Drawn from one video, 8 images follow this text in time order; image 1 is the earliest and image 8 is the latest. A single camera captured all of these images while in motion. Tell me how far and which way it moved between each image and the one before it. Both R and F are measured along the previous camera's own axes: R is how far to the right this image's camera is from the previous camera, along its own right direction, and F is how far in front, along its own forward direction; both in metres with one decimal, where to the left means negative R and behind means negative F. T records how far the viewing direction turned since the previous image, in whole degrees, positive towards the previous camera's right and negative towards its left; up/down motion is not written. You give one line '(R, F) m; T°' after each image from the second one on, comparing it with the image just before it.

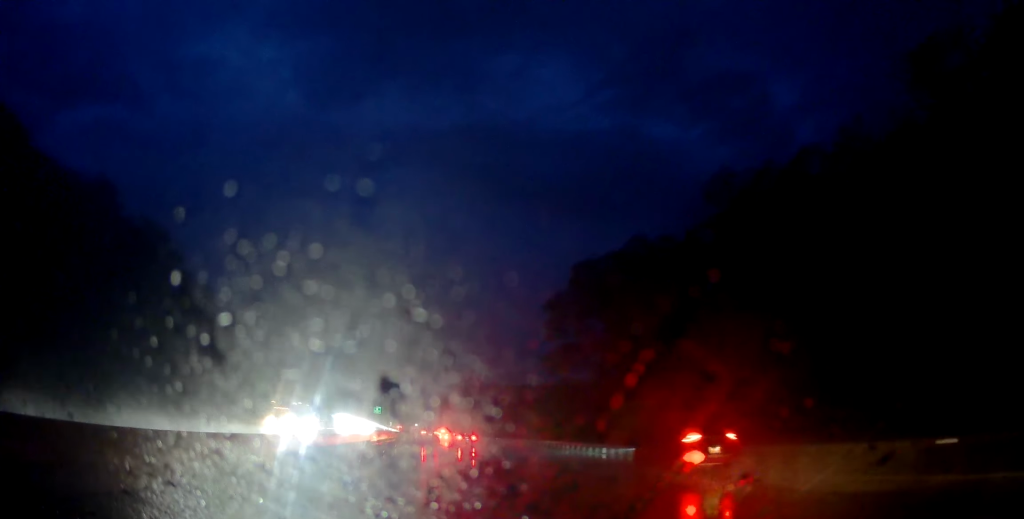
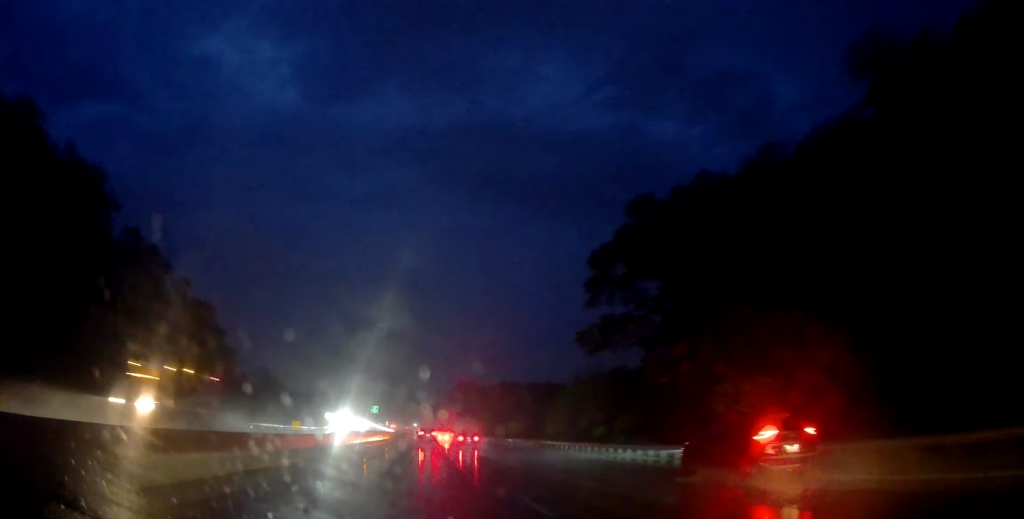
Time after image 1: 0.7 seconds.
(+0.1, +17.9) m; +1°
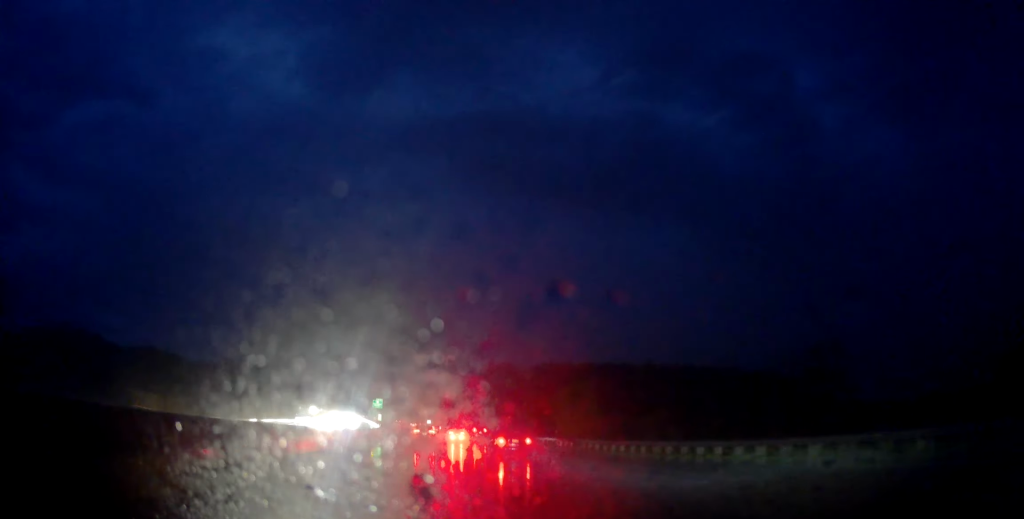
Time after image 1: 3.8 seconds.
(-1.0, +82.4) m; -3°
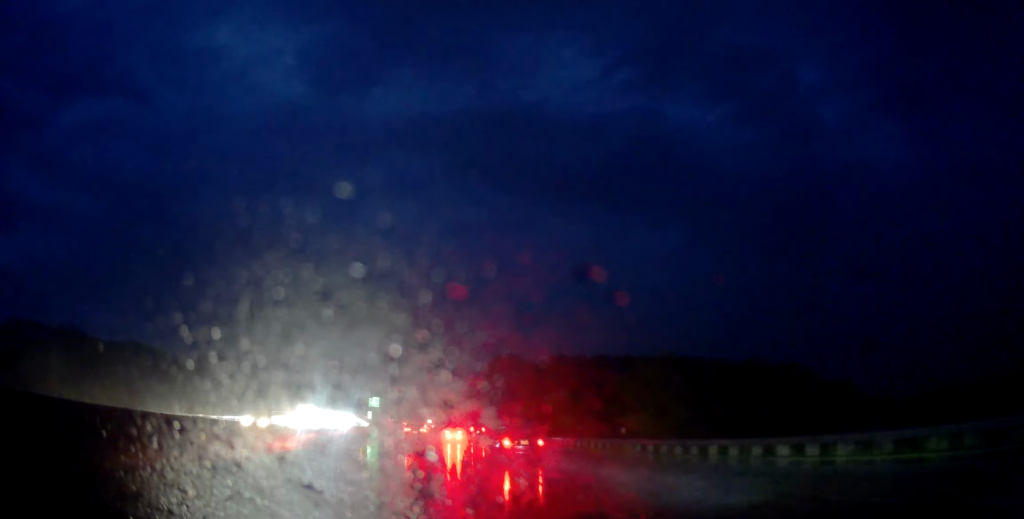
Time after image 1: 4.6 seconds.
(-0.4, +20.6) m; 0°
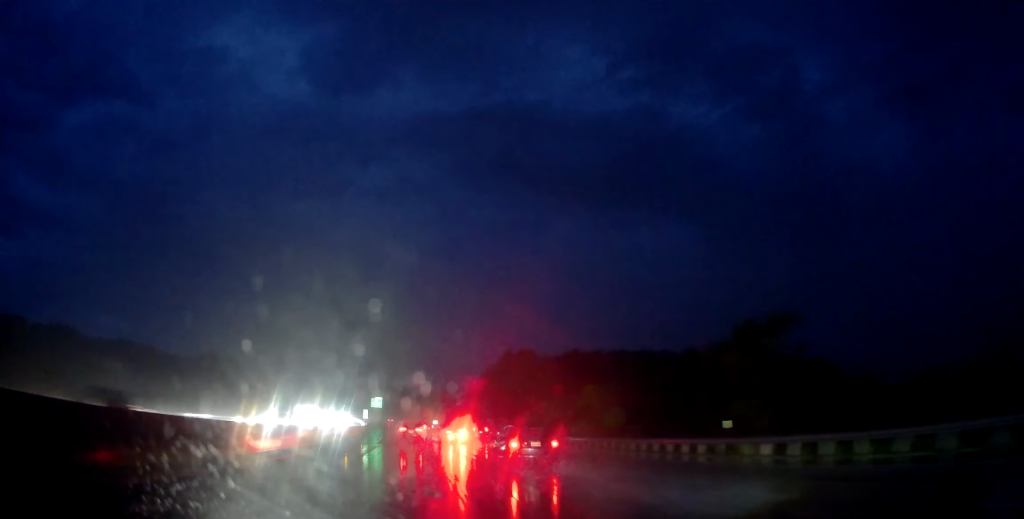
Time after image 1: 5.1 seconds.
(+0.1, +13.7) m; 0°
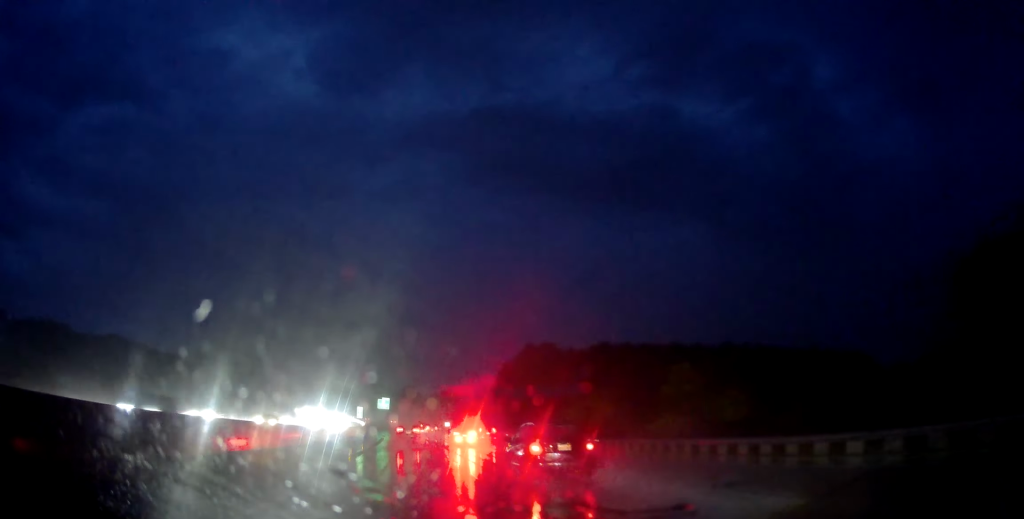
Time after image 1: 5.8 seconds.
(+0.1, +18.1) m; 0°
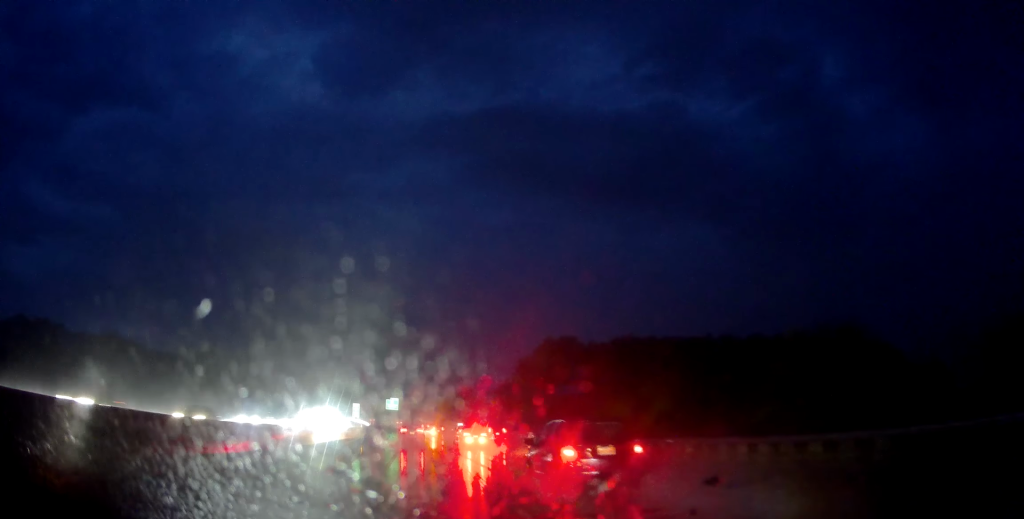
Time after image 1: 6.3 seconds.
(0.0, +12.1) m; 0°
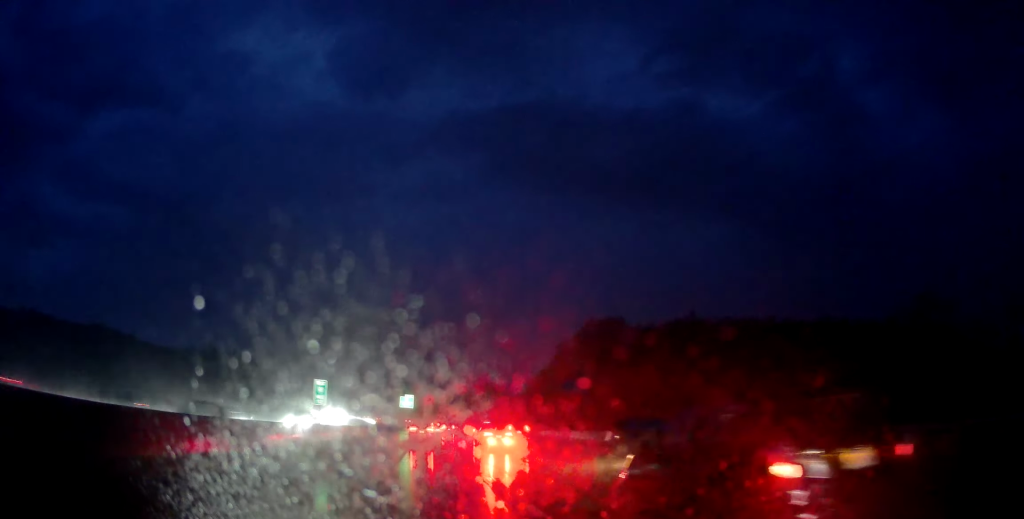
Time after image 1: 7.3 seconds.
(-0.2, +25.2) m; -1°
